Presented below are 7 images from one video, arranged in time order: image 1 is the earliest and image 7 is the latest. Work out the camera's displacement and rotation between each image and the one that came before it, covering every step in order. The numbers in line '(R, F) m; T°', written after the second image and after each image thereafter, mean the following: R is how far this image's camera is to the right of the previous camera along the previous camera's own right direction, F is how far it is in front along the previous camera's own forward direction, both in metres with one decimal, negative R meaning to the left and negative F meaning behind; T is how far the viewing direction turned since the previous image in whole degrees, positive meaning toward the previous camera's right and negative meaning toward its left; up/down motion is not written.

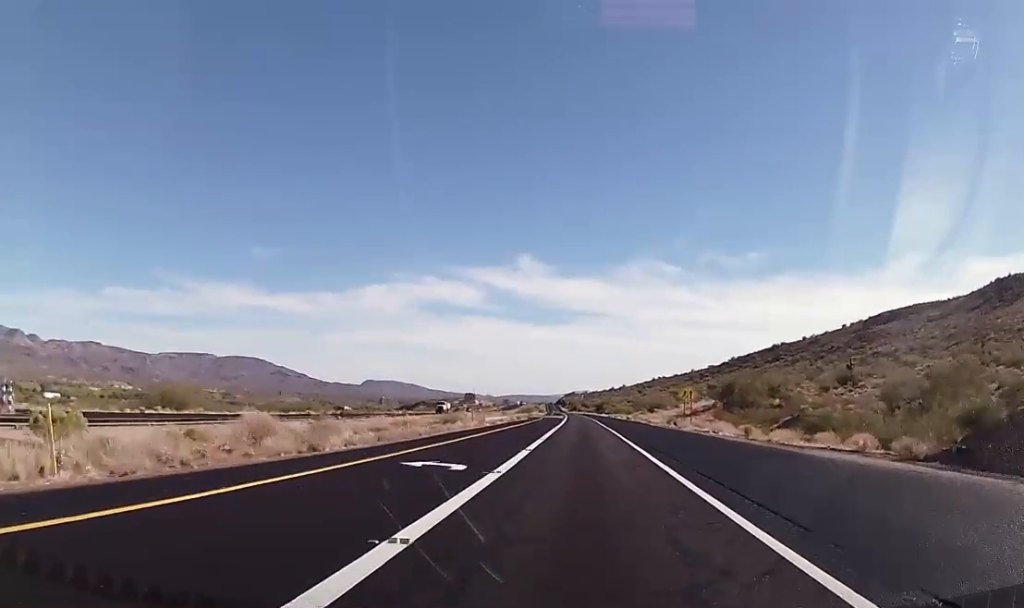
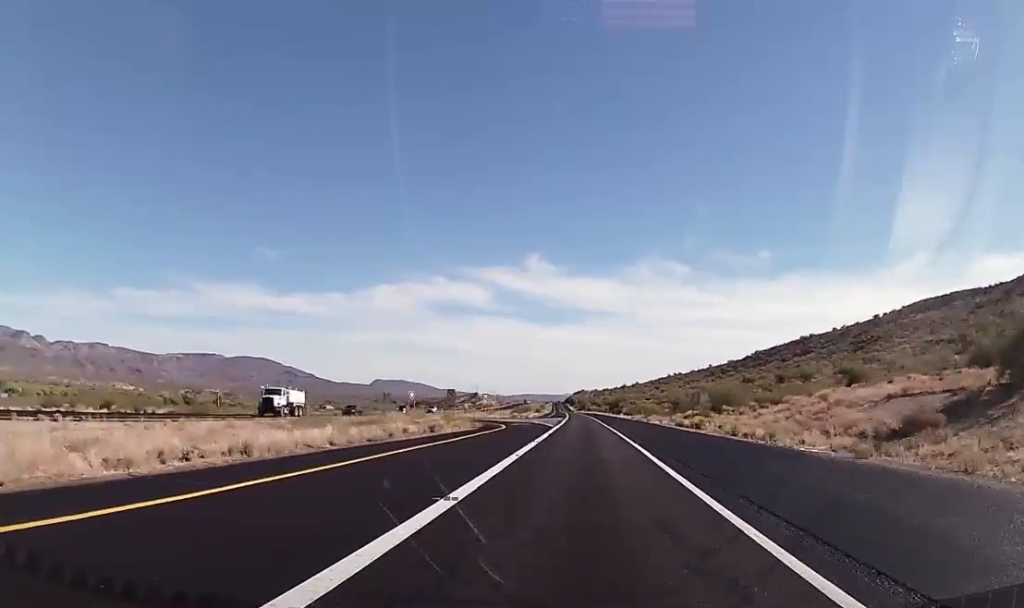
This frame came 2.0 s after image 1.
(+0.1, +64.5) m; 0°
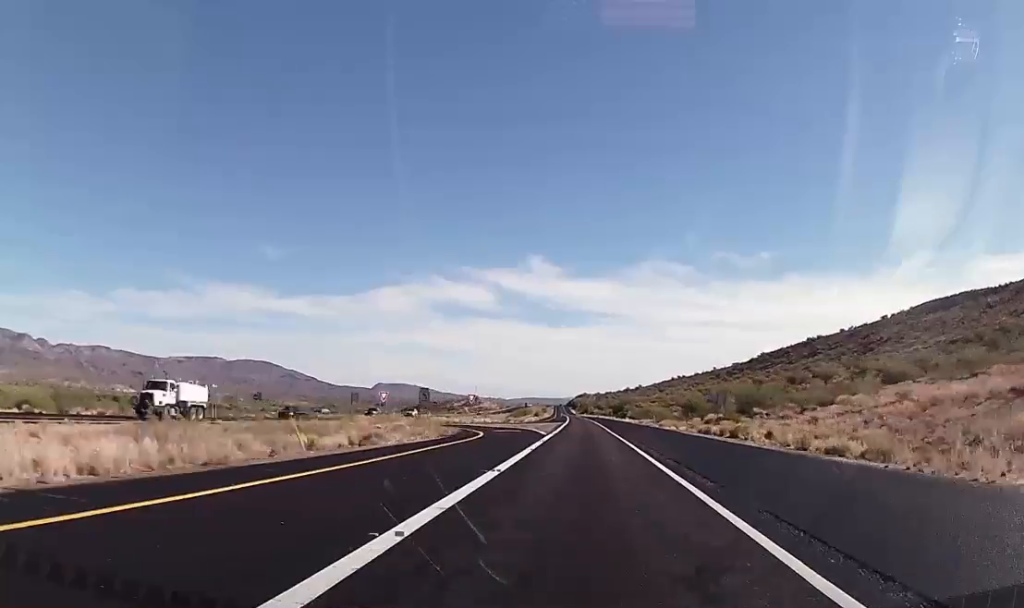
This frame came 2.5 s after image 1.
(0.0, +13.7) m; 0°
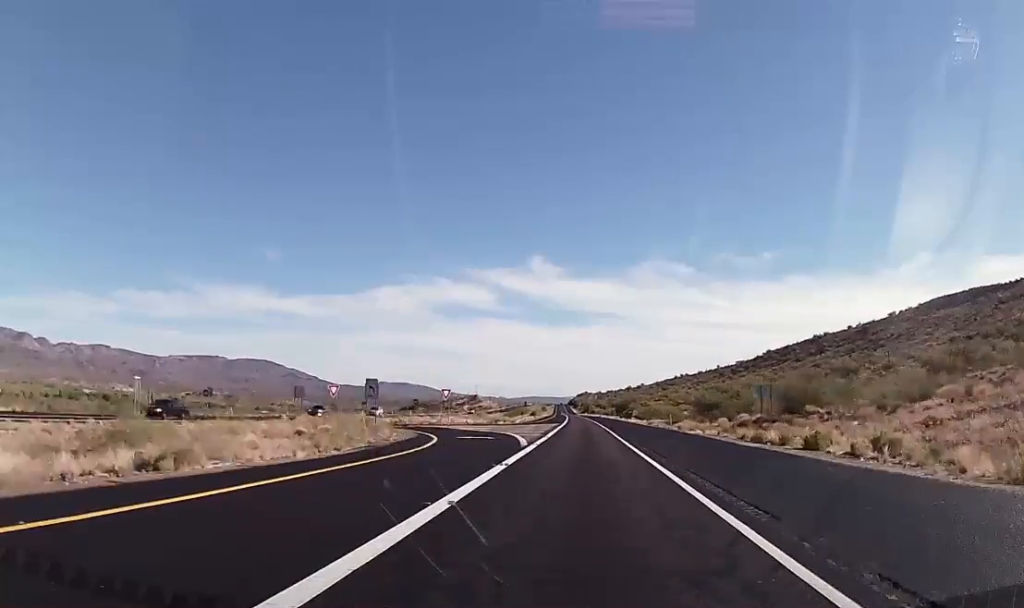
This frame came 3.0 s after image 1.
(+0.1, +15.8) m; 0°
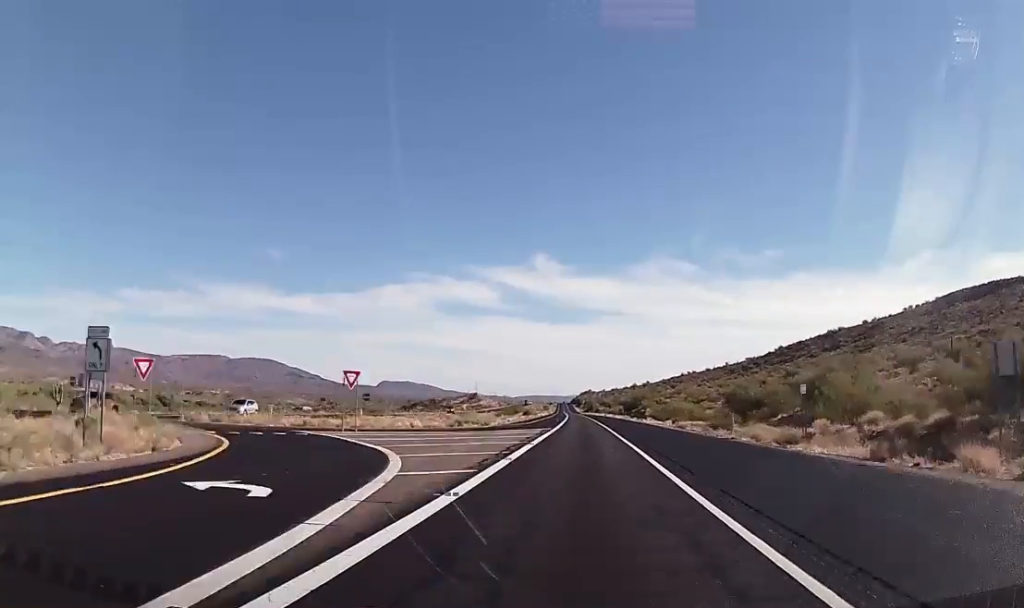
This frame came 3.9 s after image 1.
(-0.2, +28.5) m; -1°
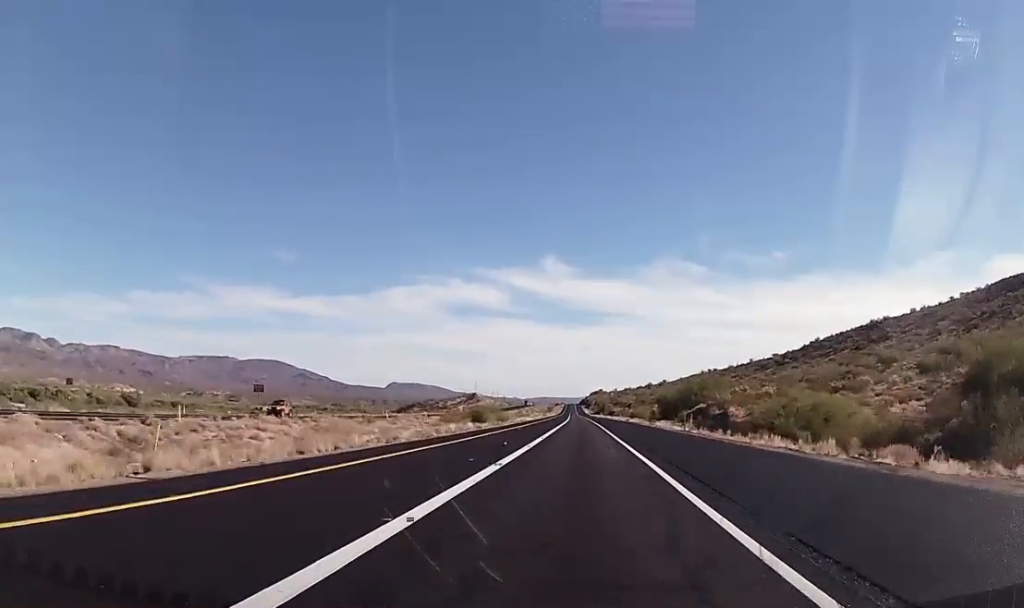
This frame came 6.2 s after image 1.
(-0.3, +74.3) m; 0°
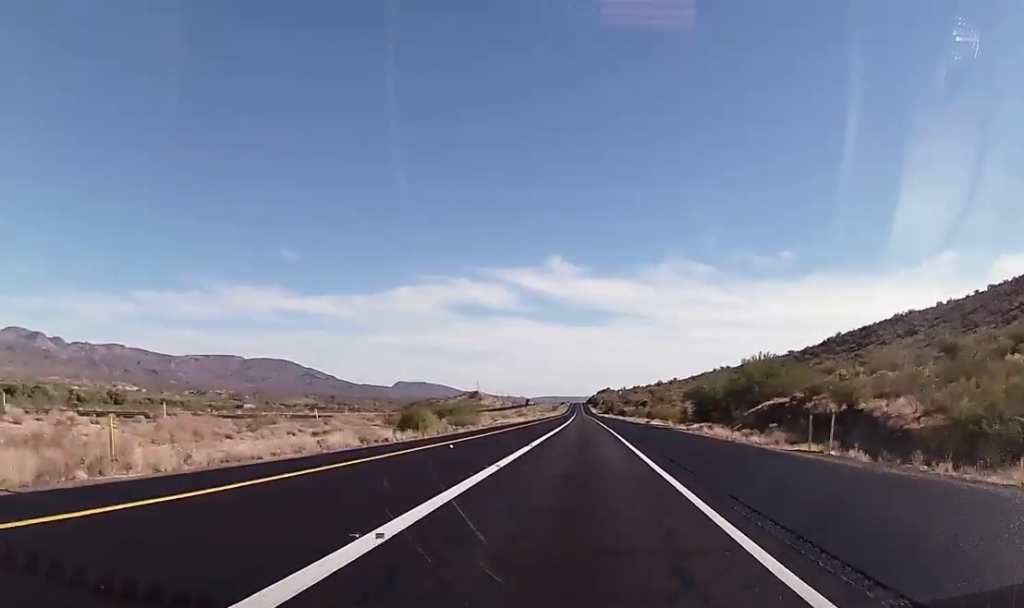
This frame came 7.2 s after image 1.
(0.0, +31.6) m; -1°
